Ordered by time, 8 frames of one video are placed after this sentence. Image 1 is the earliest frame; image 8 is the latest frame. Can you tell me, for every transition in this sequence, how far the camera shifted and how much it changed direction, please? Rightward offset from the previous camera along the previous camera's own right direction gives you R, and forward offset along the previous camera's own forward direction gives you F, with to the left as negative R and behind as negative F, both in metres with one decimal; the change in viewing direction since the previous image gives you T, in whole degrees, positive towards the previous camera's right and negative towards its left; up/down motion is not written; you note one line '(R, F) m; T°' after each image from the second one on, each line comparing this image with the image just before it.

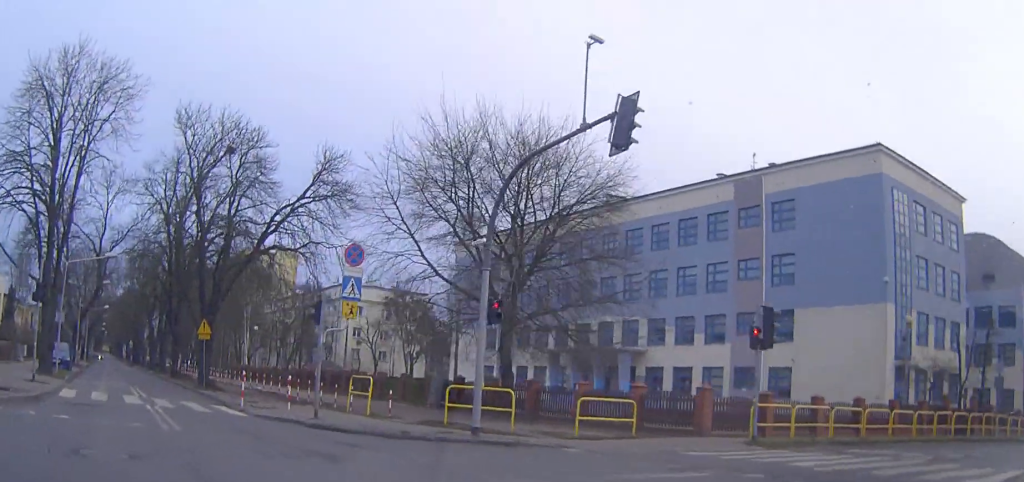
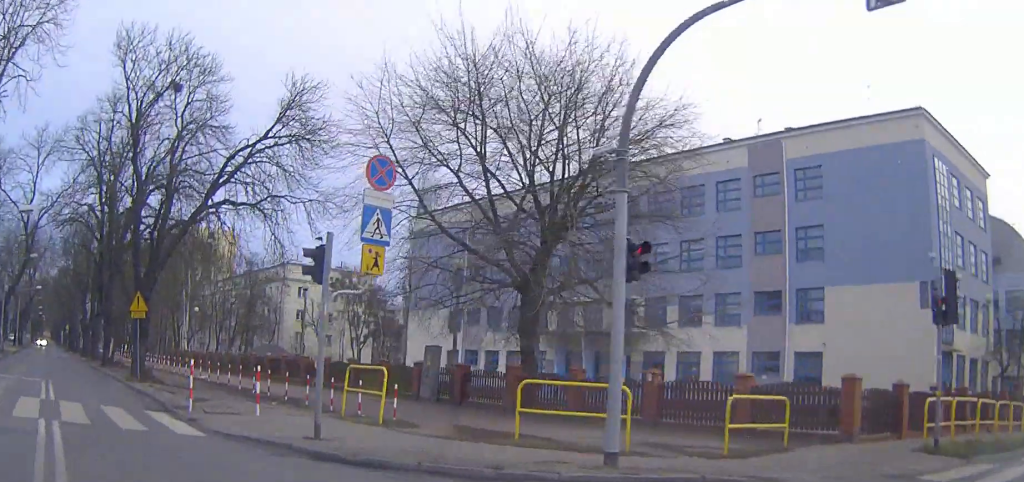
(+0.4, +7.8) m; +3°
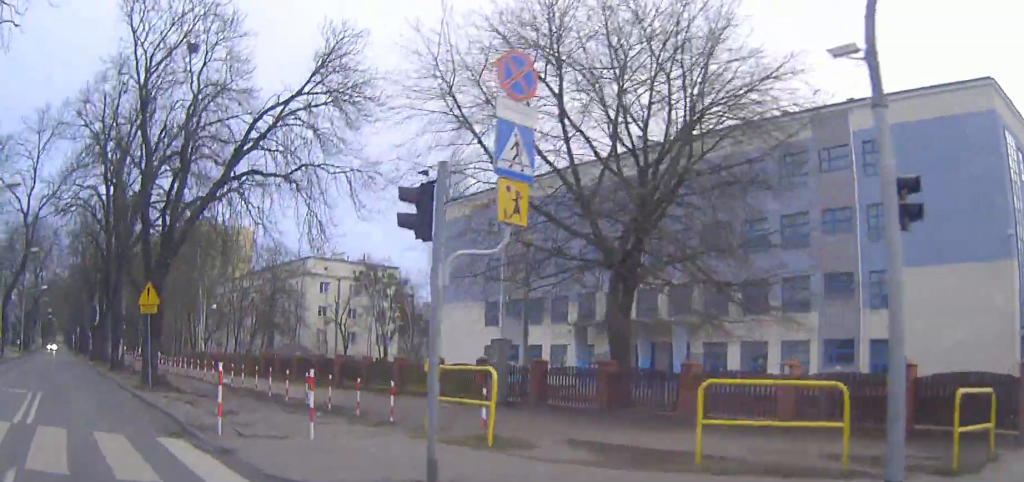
(0.0, +4.4) m; -1°
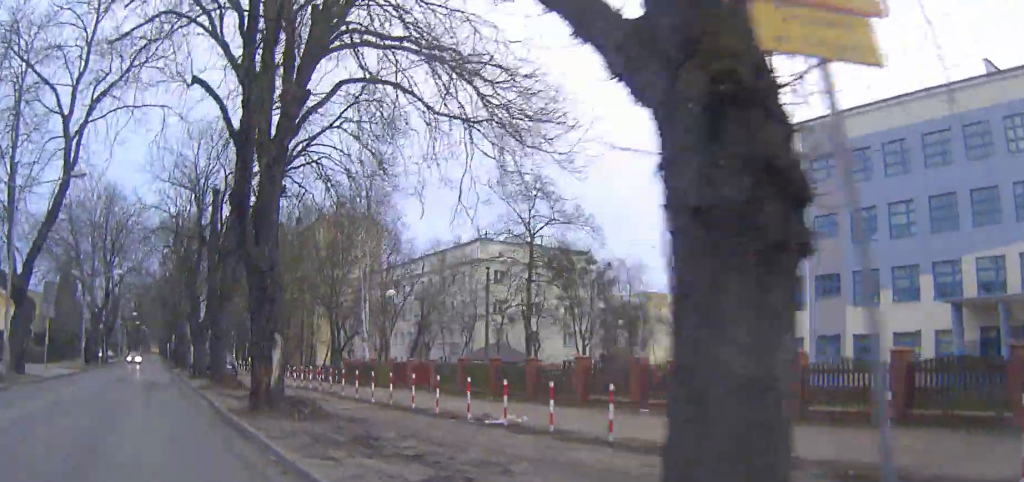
(-1.2, +21.5) m; -6°
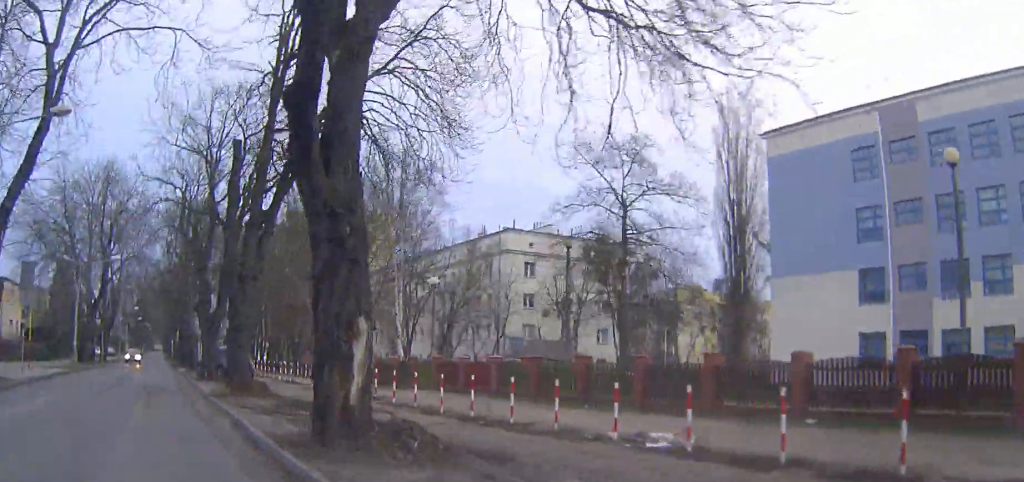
(-0.1, +6.0) m; -1°
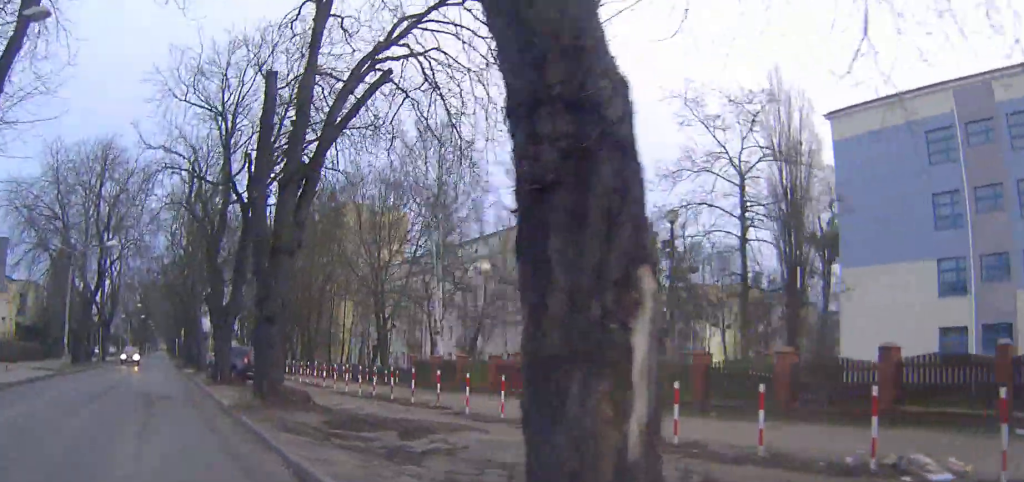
(0.0, +5.3) m; 0°
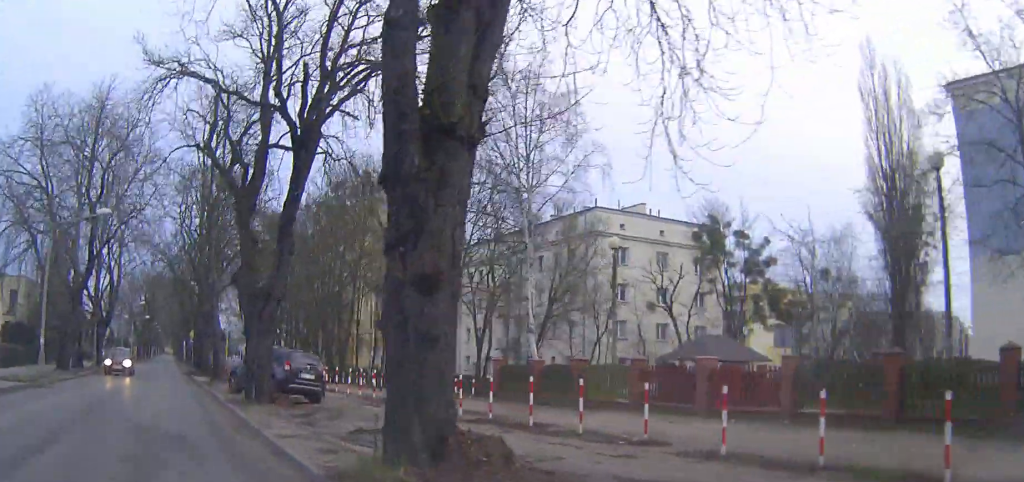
(0.0, +8.7) m; +1°
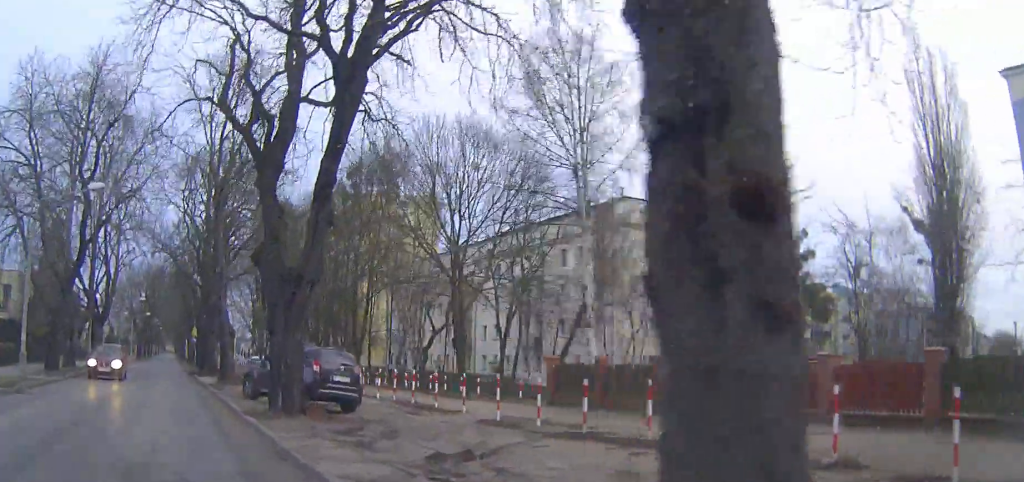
(0.0, +4.0) m; 0°
